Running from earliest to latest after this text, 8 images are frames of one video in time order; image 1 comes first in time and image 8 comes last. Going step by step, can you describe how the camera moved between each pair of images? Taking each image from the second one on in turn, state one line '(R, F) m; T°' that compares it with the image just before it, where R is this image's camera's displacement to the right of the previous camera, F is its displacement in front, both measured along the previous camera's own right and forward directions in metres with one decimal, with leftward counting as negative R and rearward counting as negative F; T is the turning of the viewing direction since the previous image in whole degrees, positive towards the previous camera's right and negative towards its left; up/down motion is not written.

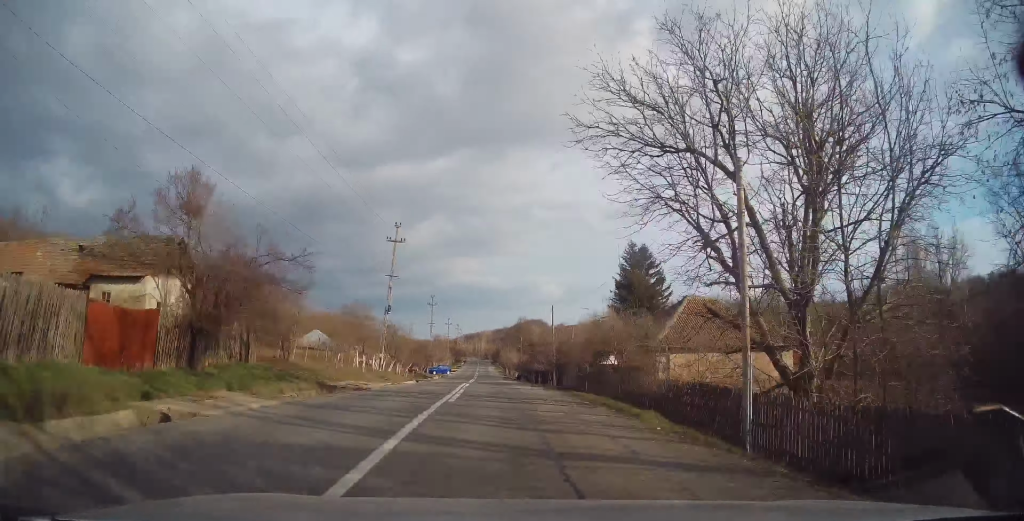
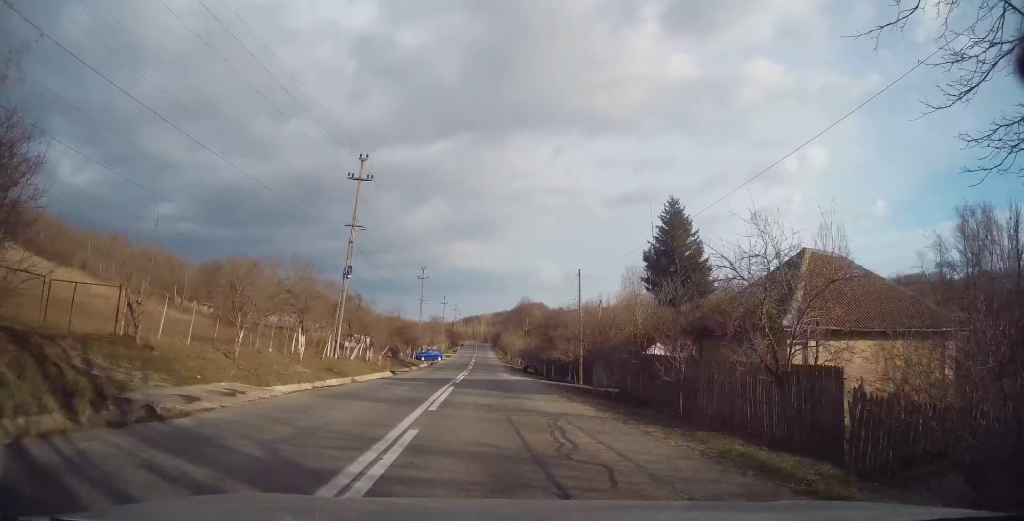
(0.0, +13.5) m; 0°
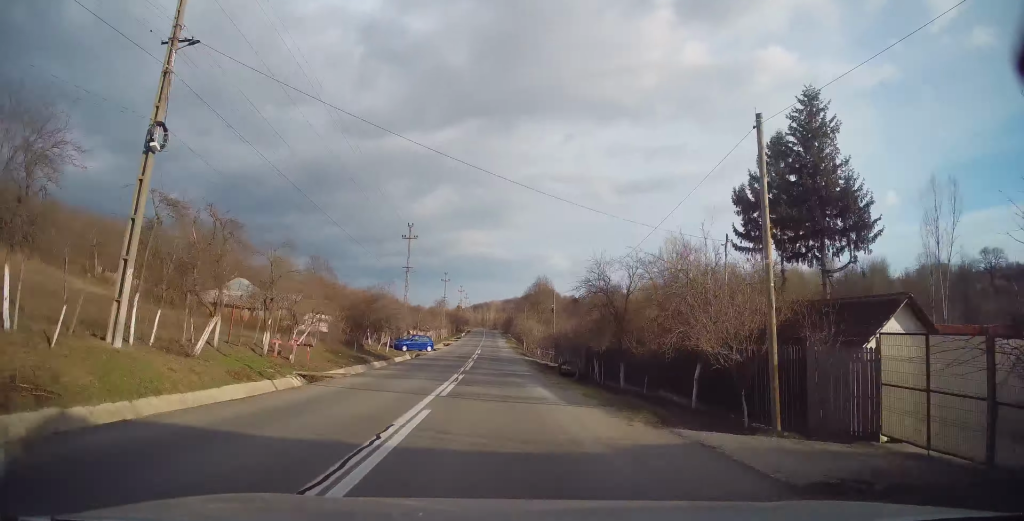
(0.0, +20.9) m; -1°
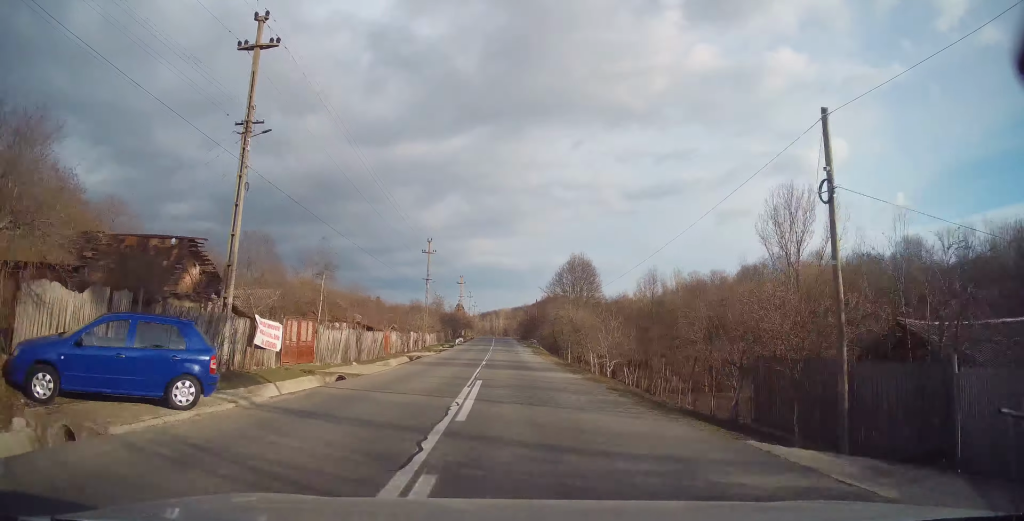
(-1.0, +39.8) m; -2°
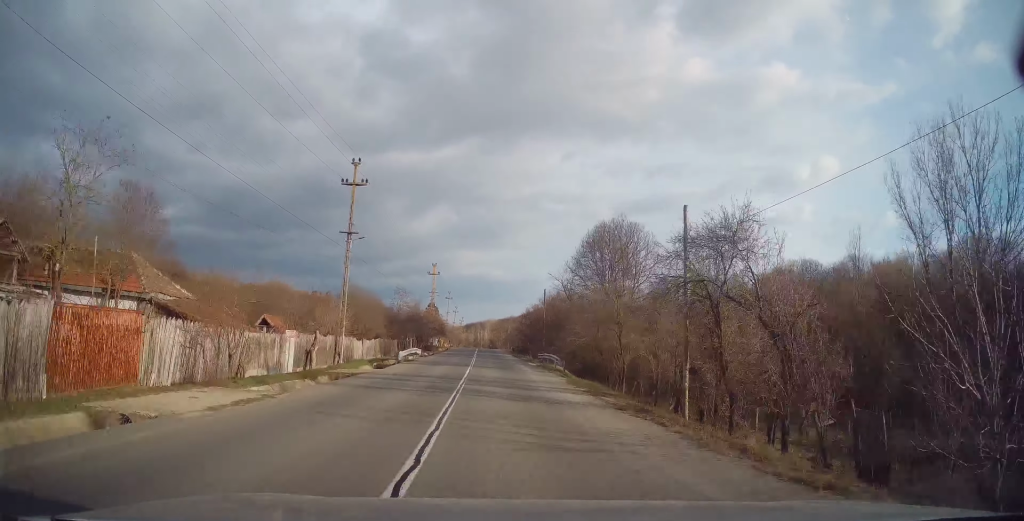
(+0.5, +29.8) m; +1°
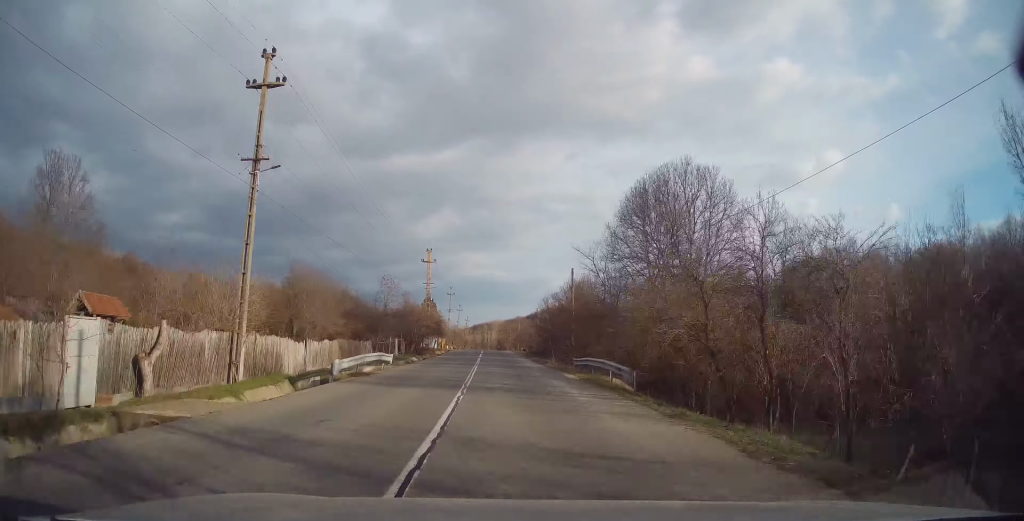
(0.0, +13.8) m; 0°
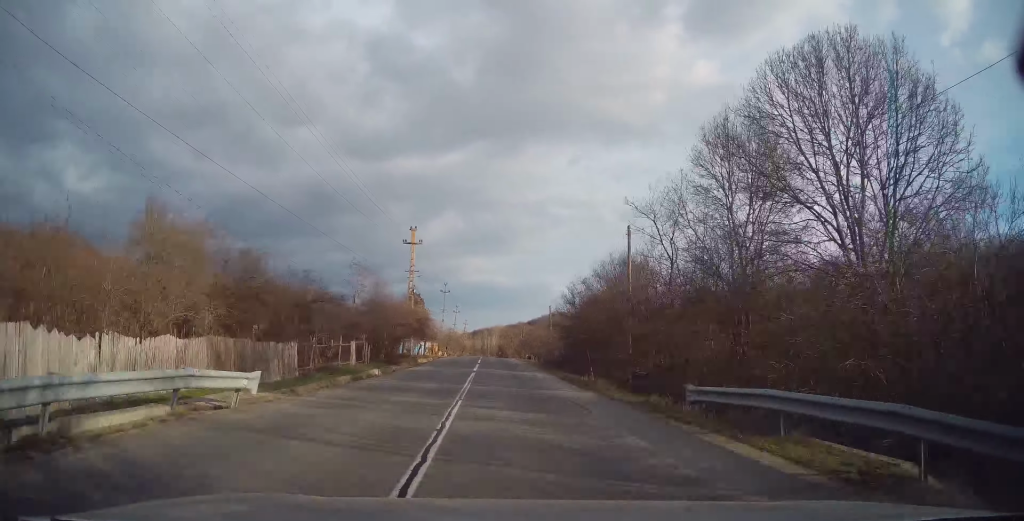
(-0.2, +14.6) m; 0°
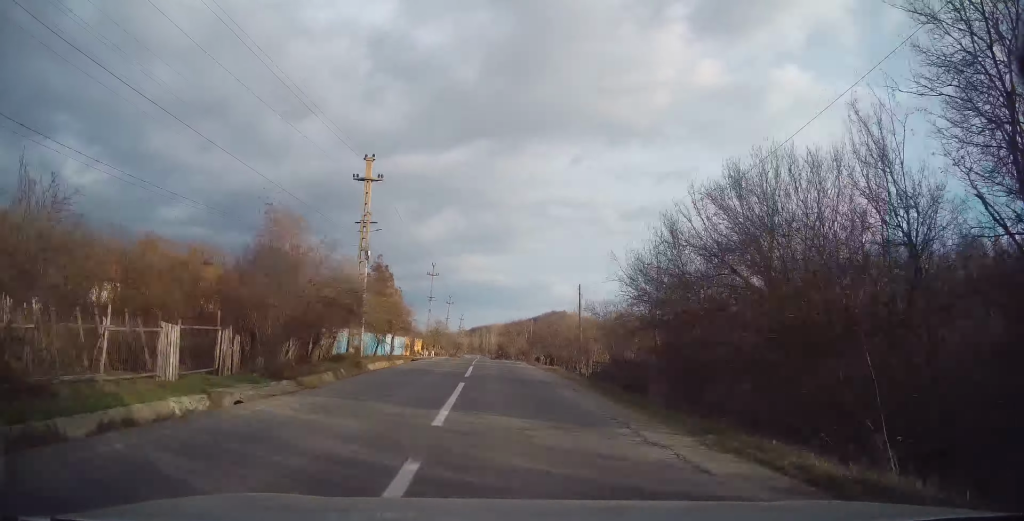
(+0.4, +19.6) m; 0°
